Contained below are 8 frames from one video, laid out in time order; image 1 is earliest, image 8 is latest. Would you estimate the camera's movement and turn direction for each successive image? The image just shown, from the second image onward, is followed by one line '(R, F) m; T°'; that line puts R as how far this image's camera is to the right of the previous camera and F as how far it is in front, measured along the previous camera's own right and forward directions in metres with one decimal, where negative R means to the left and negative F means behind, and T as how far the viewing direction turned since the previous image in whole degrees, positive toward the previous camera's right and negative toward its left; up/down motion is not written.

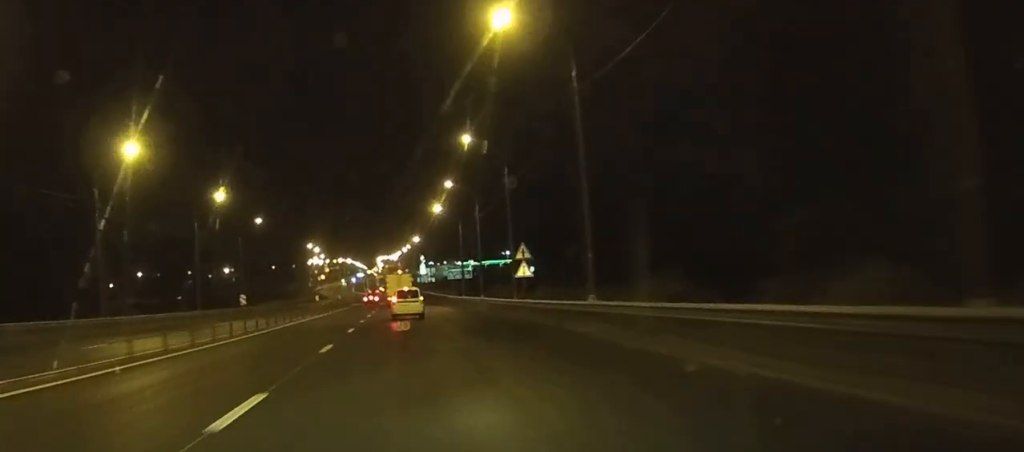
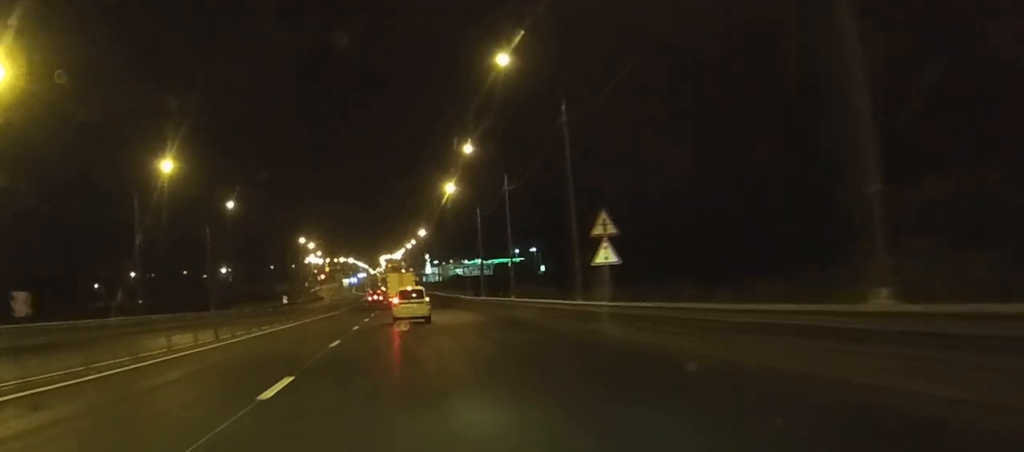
(0.0, +20.0) m; -1°
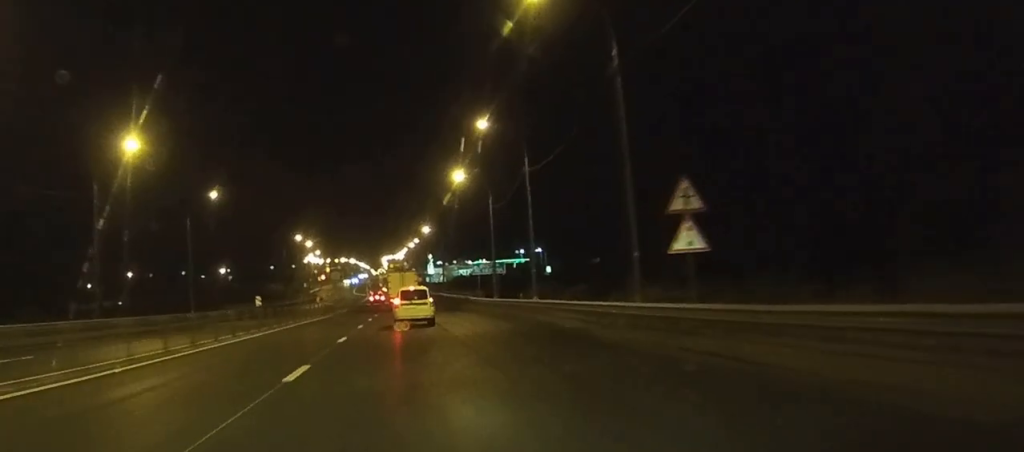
(-0.1, +8.9) m; 0°
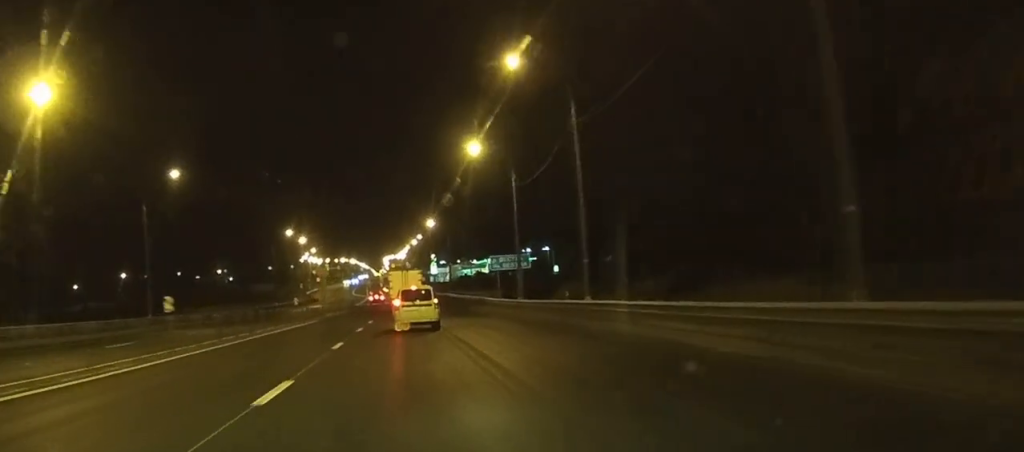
(0.0, +14.2) m; 0°
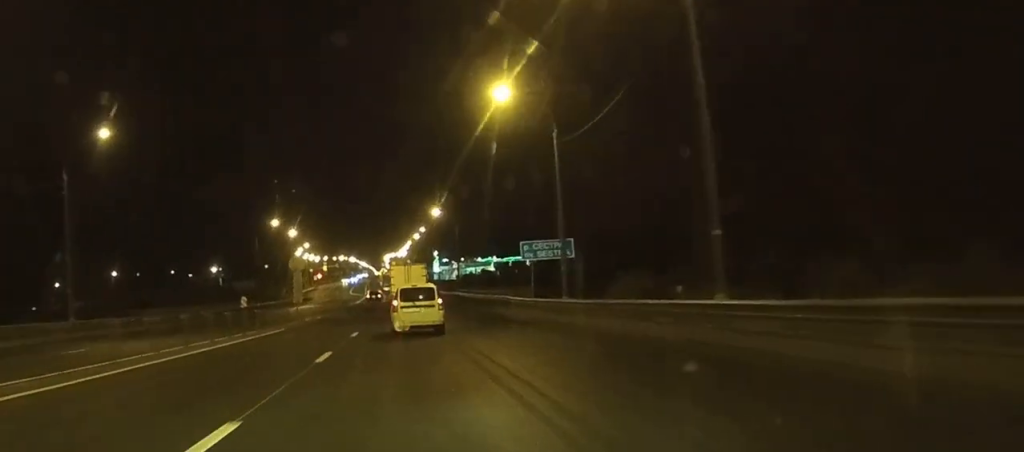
(0.0, +15.9) m; 0°
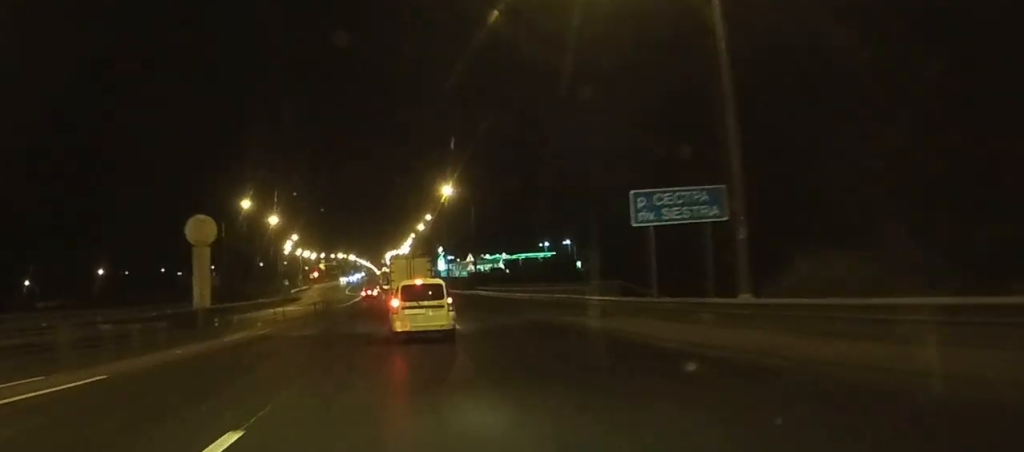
(-0.1, +23.0) m; 0°
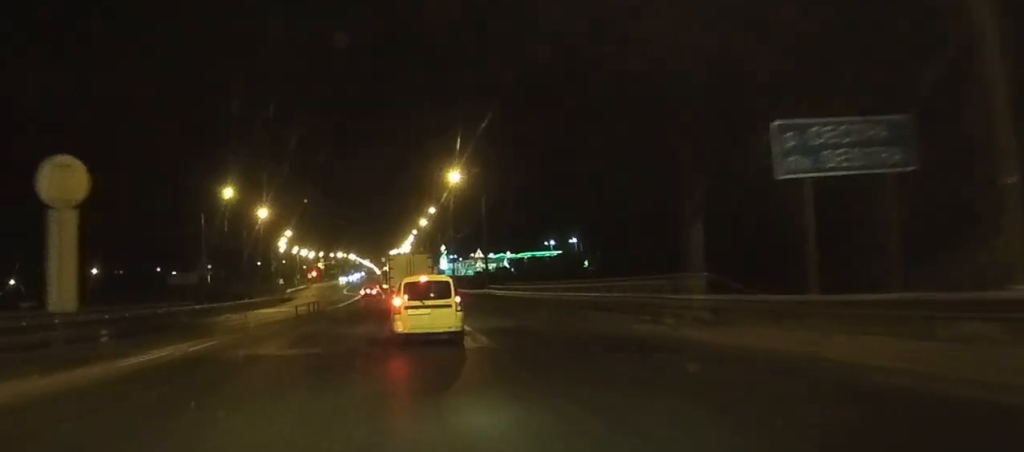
(0.0, +9.9) m; 0°
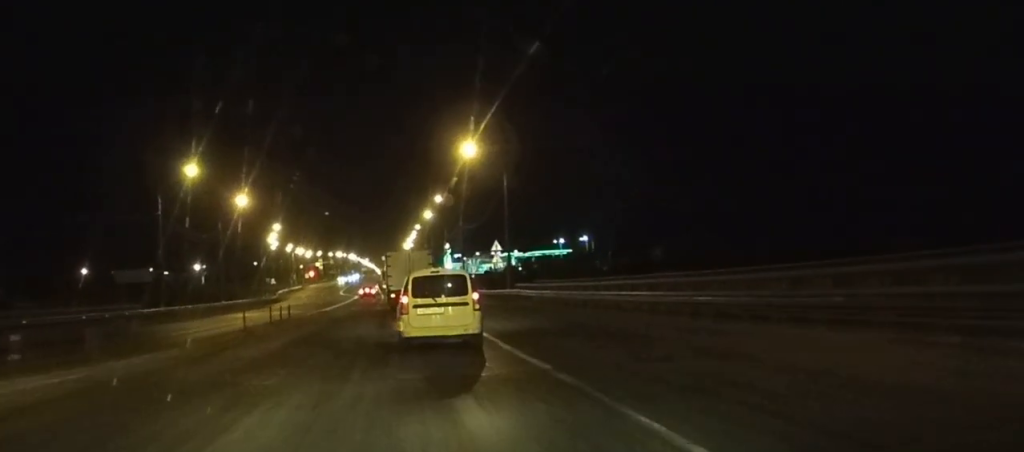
(-0.1, +15.3) m; 0°
